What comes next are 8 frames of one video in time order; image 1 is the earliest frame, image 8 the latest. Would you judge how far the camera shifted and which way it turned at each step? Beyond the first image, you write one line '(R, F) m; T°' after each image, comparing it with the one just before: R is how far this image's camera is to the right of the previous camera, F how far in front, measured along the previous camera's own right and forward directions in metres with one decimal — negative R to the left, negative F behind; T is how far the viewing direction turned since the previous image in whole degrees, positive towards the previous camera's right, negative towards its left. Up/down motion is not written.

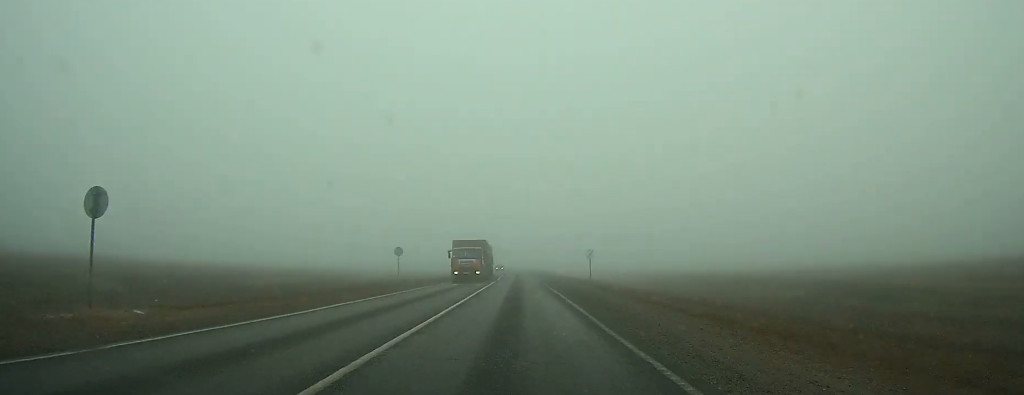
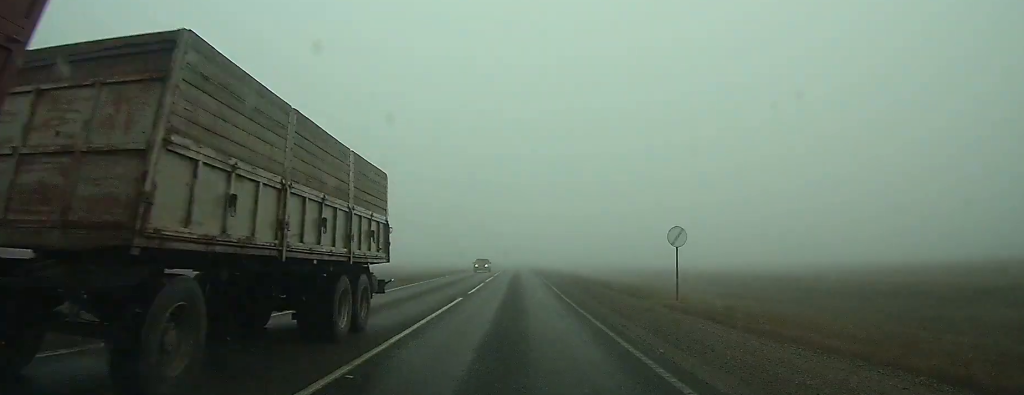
(0.0, +29.0) m; 0°
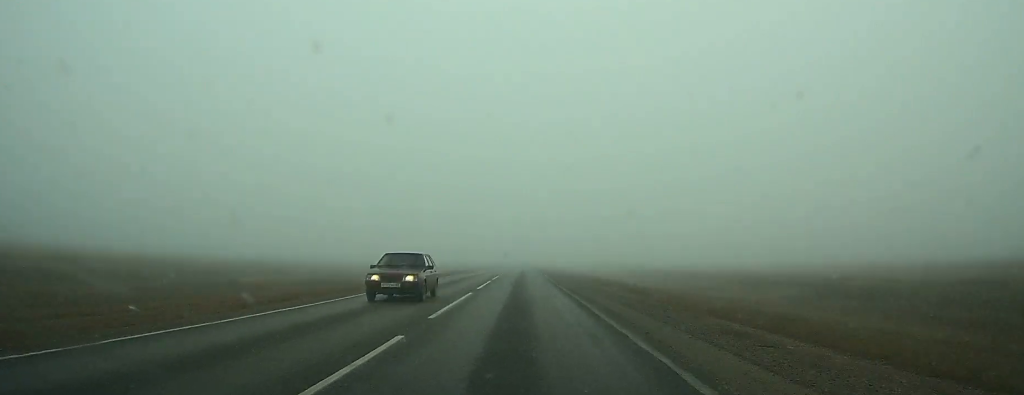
(0.0, +25.5) m; 0°
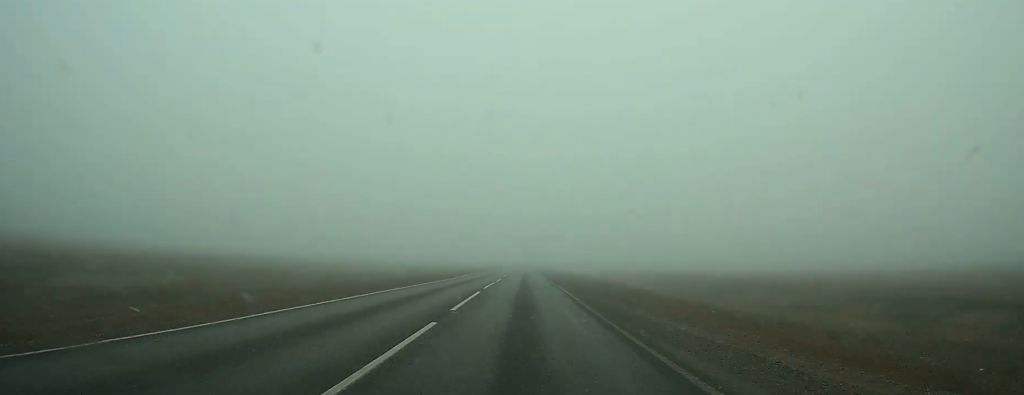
(0.0, +23.1) m; 0°
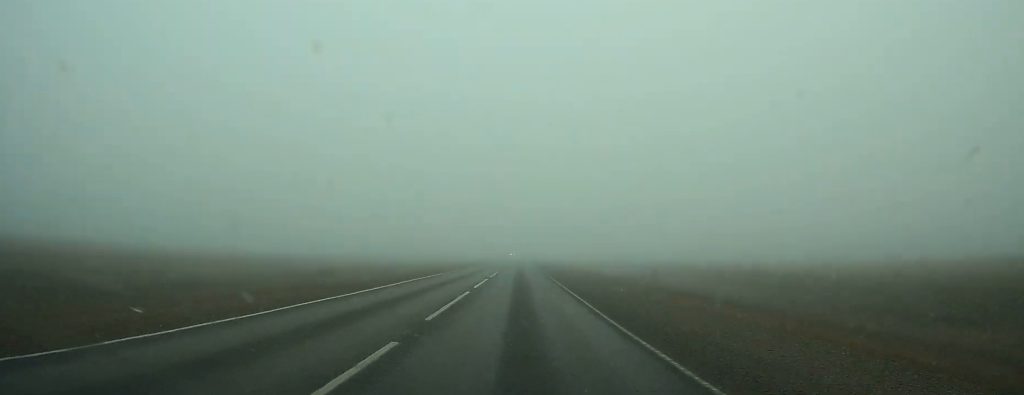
(0.0, +38.5) m; 0°
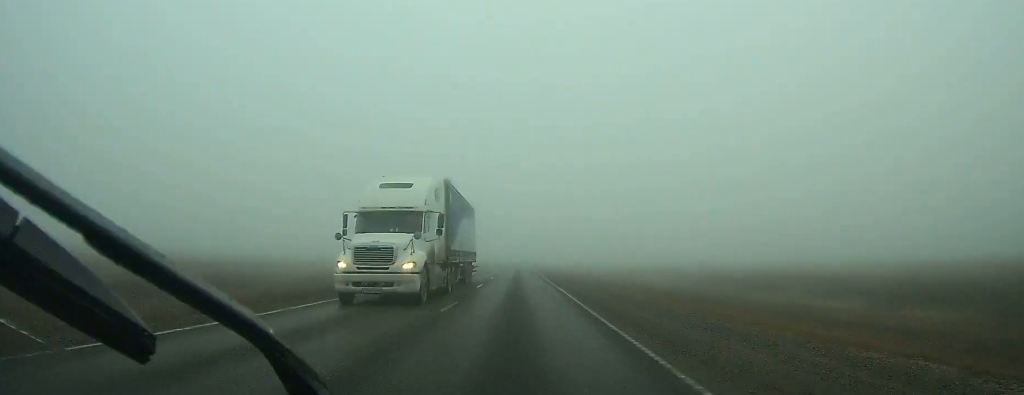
(-0.3, +112.0) m; -1°
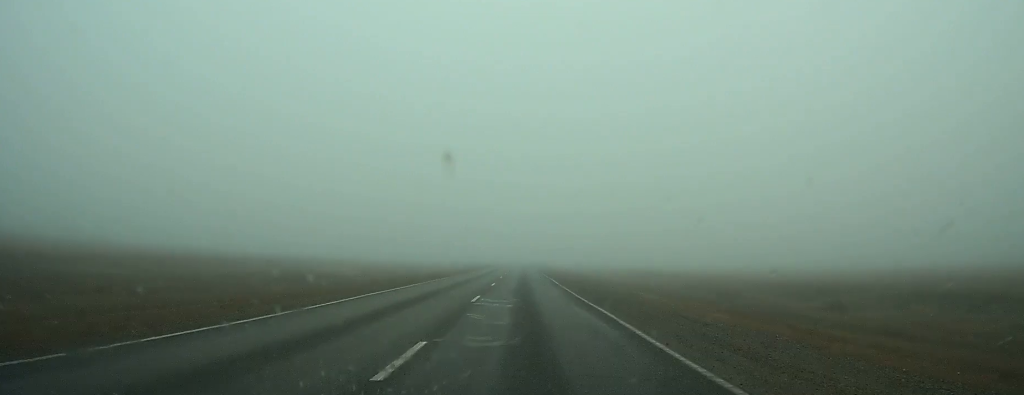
(-0.2, +56.3) m; 0°
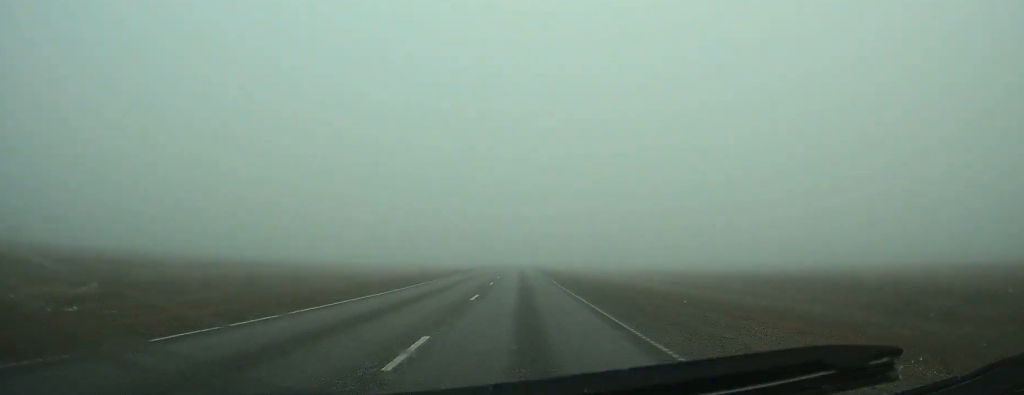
(+0.2, +61.5) m; 0°
